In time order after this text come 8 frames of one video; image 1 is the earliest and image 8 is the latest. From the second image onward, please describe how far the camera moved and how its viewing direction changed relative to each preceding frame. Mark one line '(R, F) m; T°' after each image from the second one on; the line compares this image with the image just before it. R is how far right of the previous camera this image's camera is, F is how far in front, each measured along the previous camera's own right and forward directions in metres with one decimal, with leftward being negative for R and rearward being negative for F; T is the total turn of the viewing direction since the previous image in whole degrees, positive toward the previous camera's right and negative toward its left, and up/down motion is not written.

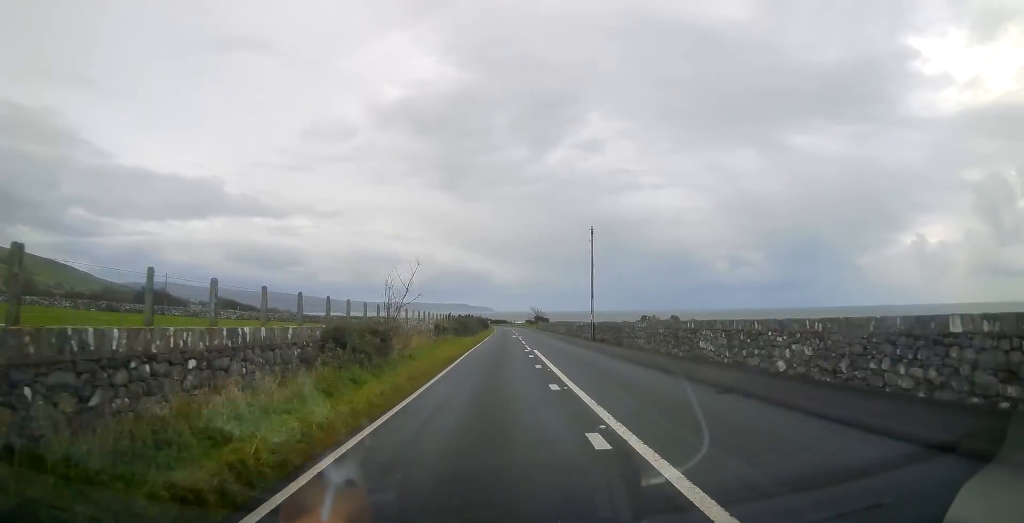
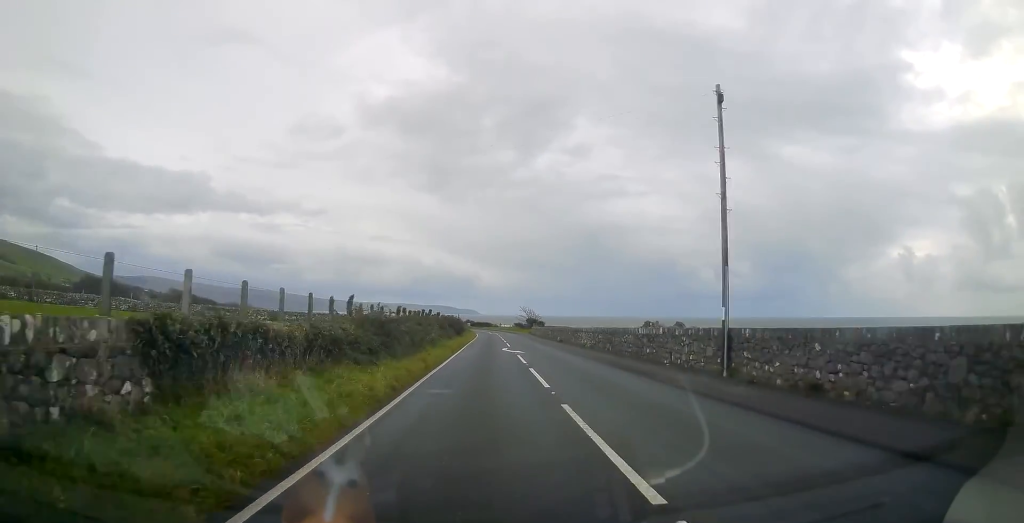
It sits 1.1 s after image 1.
(+0.6, +25.8) m; +2°
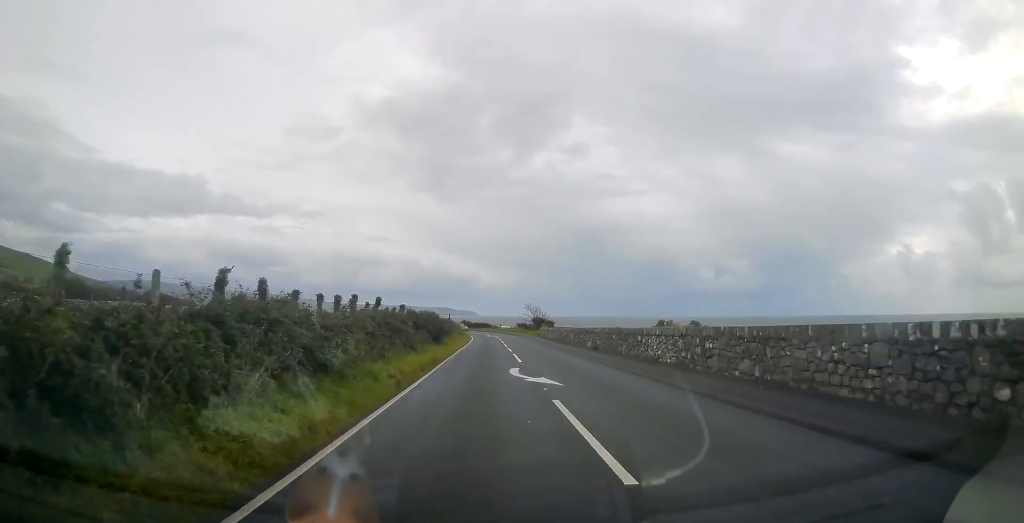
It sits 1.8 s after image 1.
(+0.1, +17.1) m; 0°
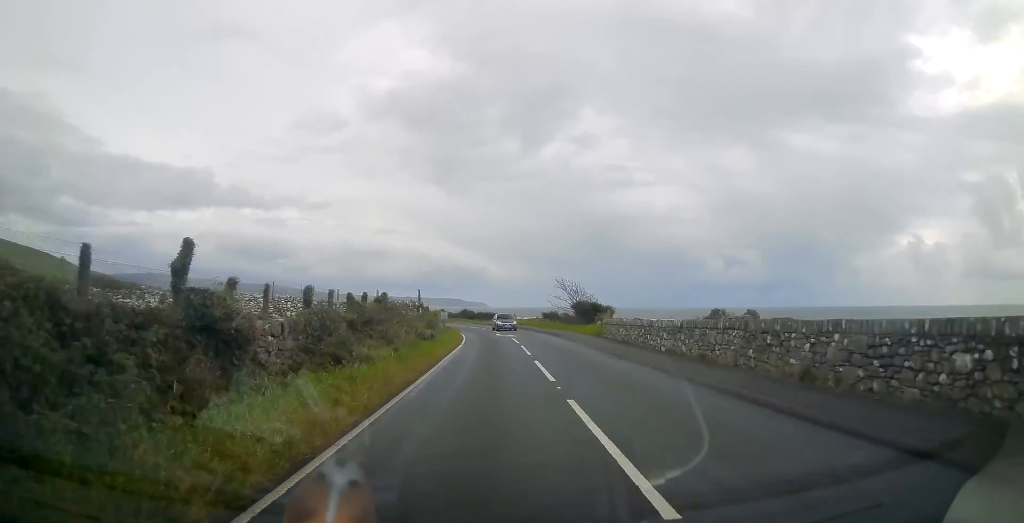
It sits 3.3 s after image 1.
(-0.1, +36.1) m; -1°
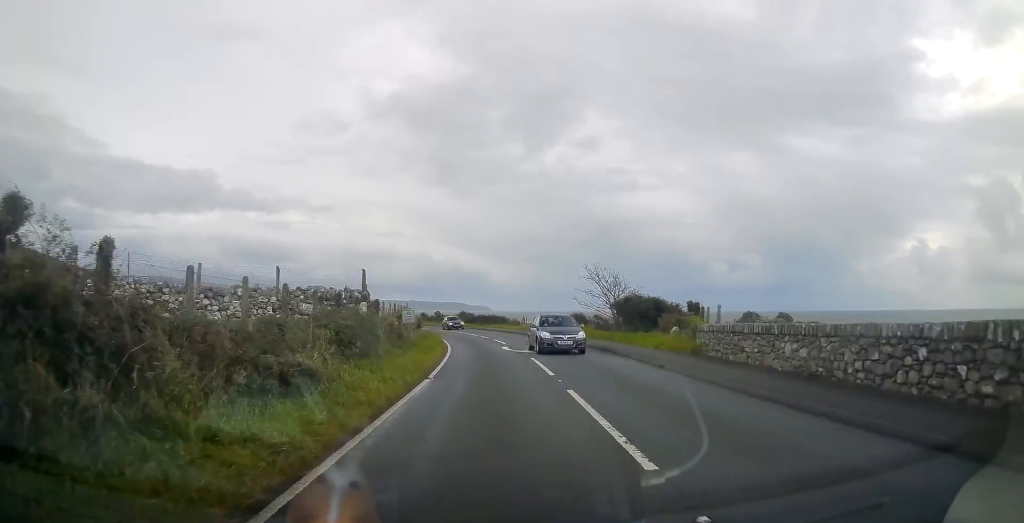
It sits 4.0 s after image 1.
(0.0, +16.3) m; -1°
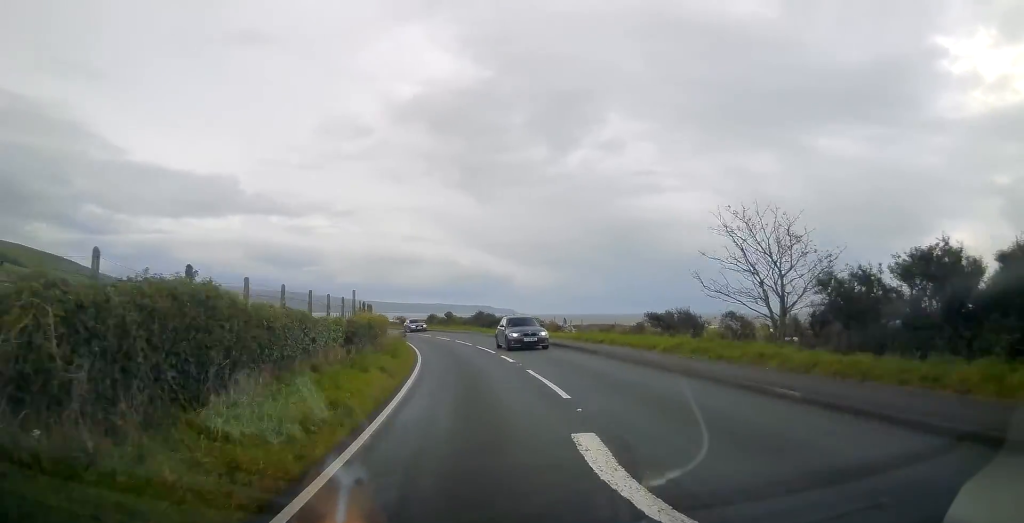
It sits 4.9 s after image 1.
(-0.3, +21.6) m; -3°
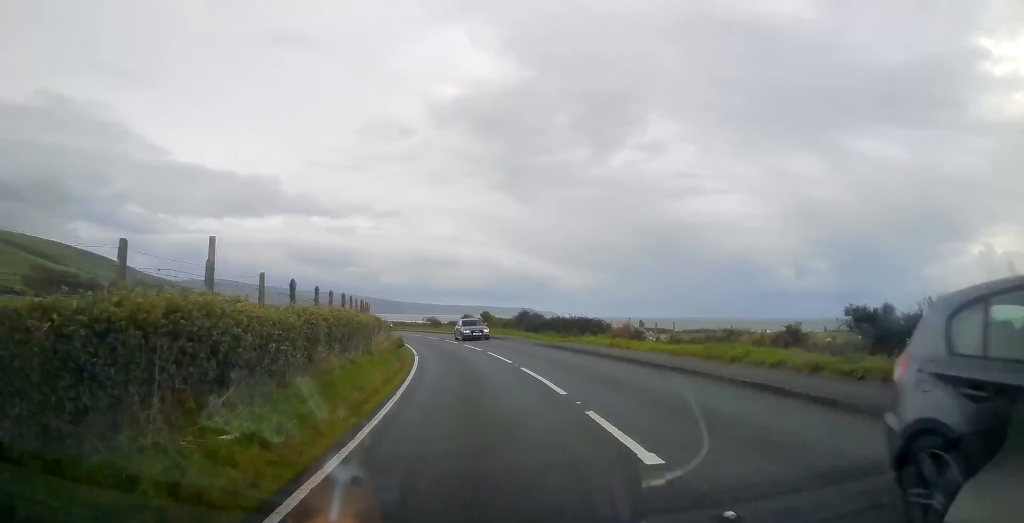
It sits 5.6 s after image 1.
(-0.5, +13.7) m; -3°
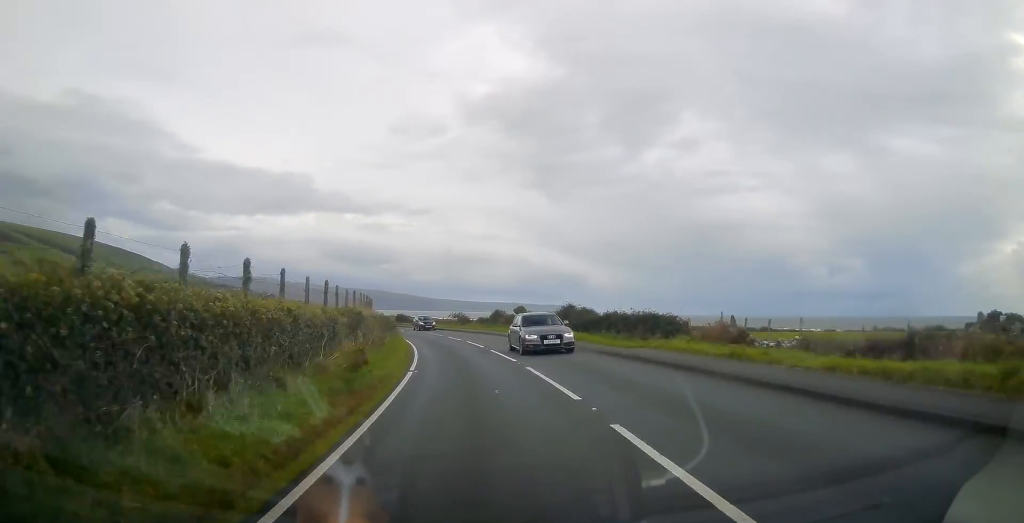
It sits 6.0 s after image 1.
(0.0, +10.0) m; -3°
